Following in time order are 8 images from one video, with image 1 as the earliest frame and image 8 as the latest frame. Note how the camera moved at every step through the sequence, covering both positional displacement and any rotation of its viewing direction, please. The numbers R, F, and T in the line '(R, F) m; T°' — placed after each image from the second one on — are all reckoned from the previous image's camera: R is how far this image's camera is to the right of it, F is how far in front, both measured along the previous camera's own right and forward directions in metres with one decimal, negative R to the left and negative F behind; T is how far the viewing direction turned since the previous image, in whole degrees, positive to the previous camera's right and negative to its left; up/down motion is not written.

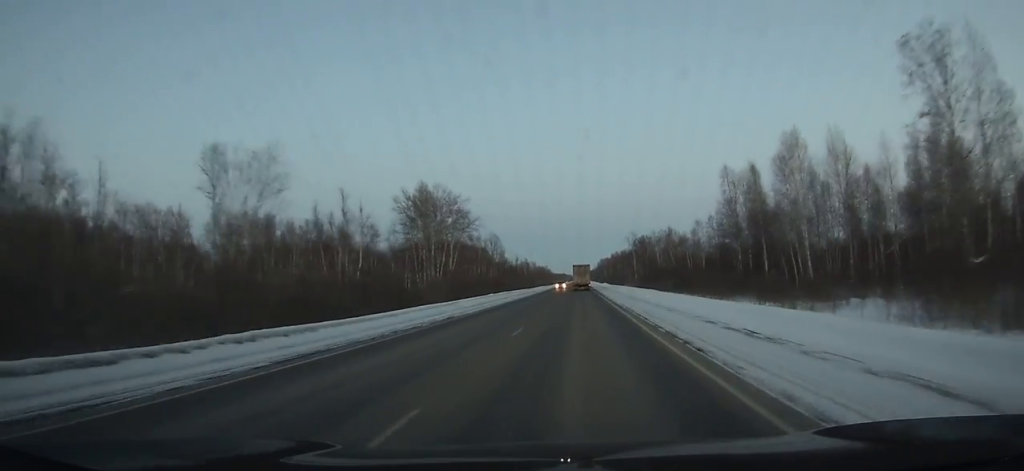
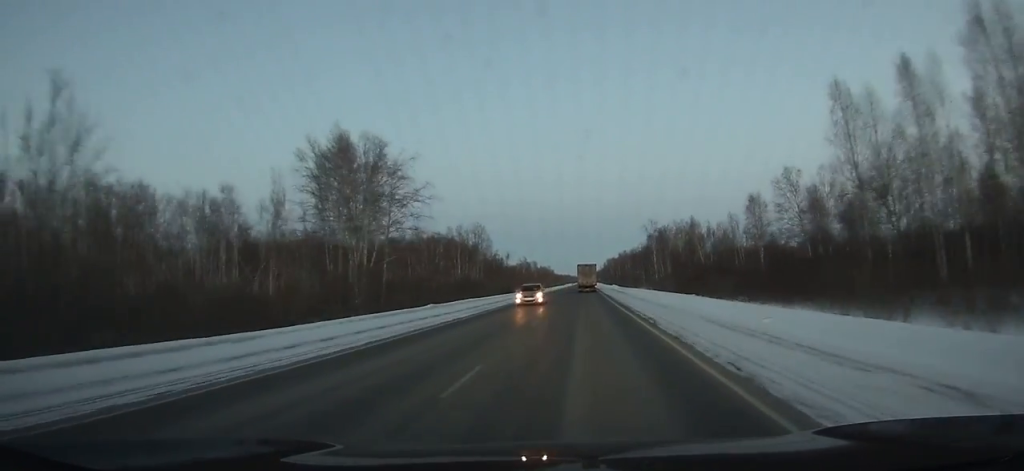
(0.0, +32.5) m; 0°
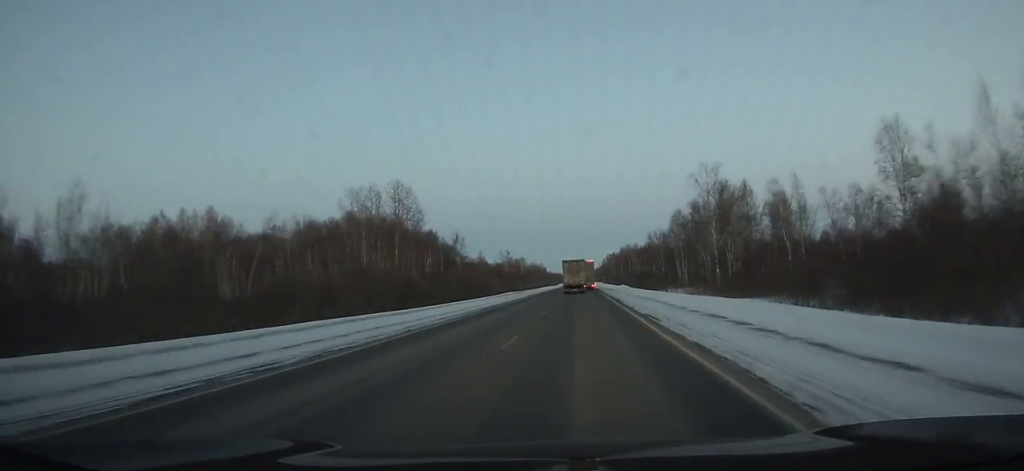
(+0.2, +53.2) m; 0°
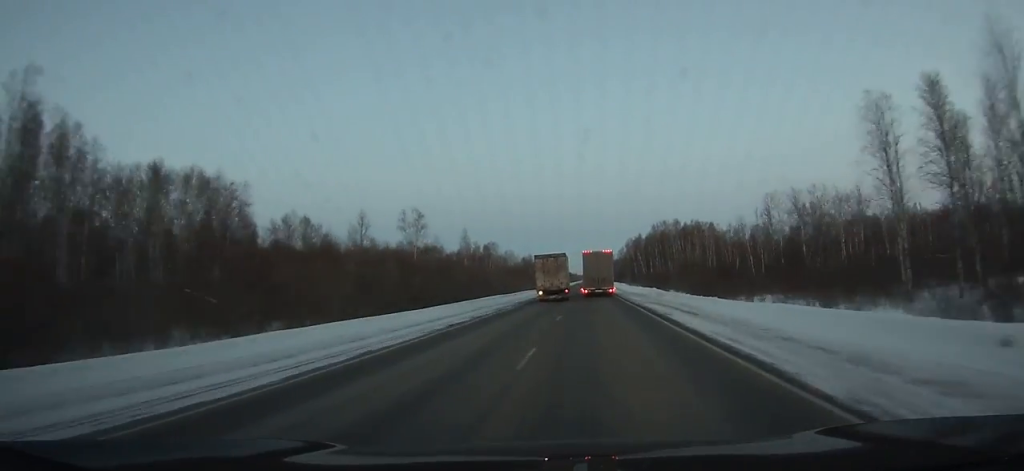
(-0.8, +135.3) m; 0°
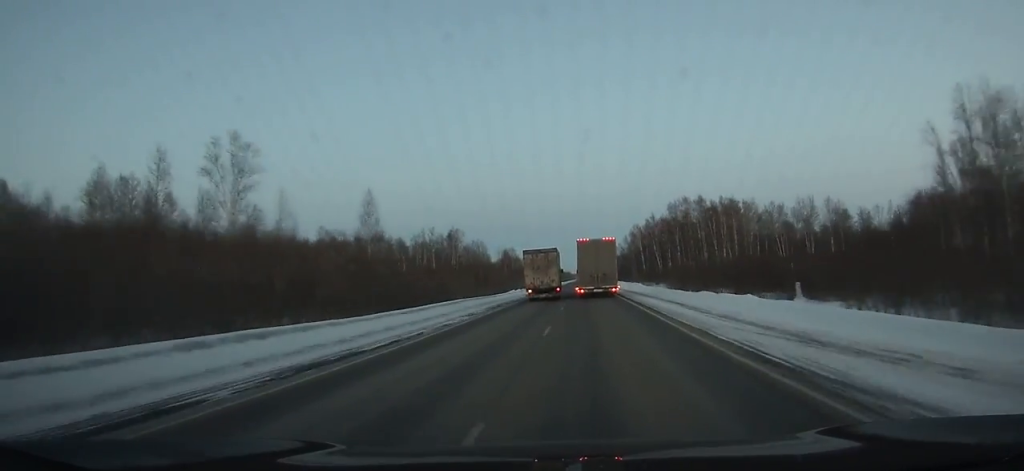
(+0.2, +54.8) m; 0°
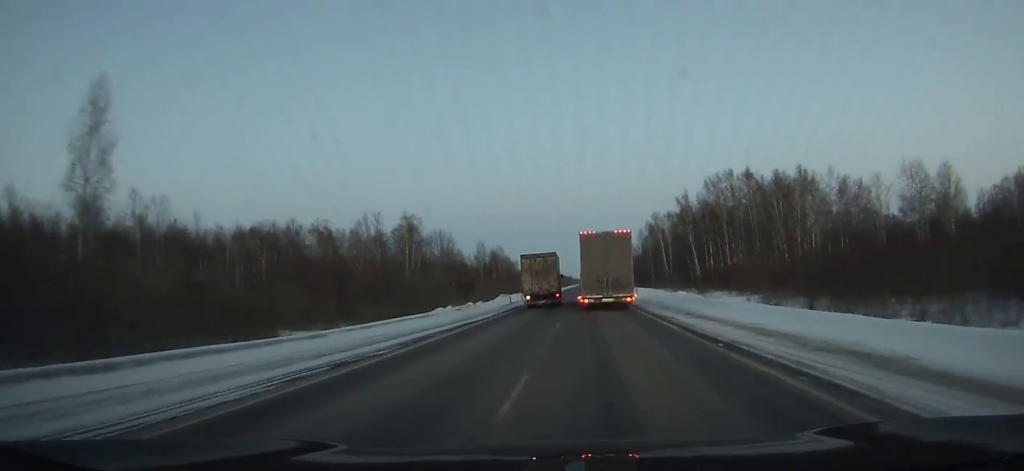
(-0.1, +46.2) m; 0°
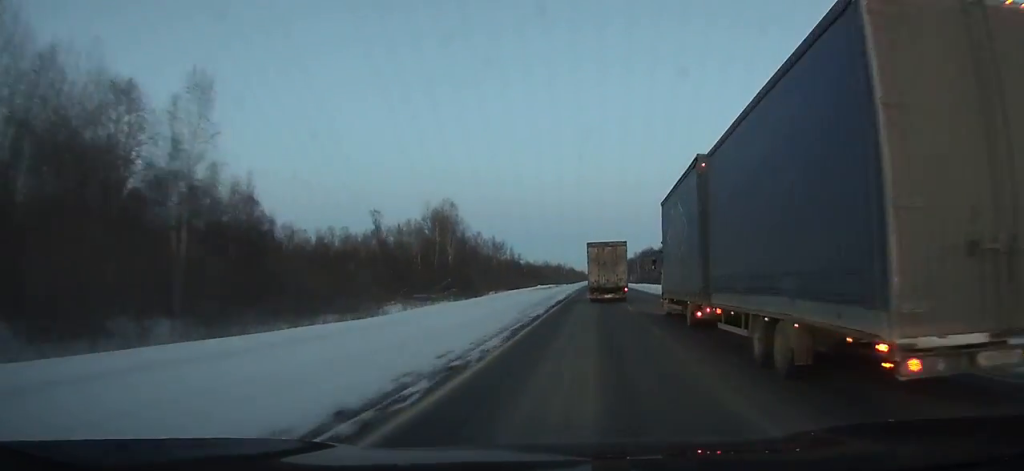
(-0.9, +102.7) m; 0°
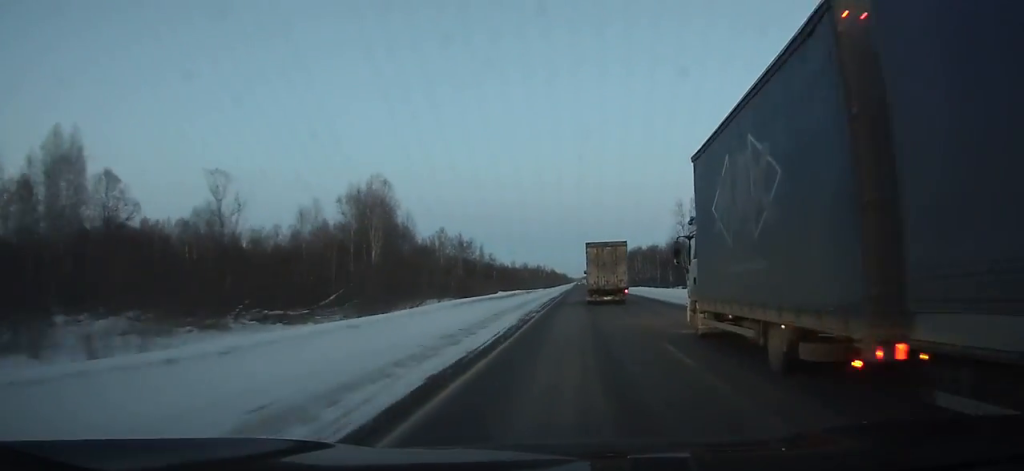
(+0.1, +30.4) m; 0°
